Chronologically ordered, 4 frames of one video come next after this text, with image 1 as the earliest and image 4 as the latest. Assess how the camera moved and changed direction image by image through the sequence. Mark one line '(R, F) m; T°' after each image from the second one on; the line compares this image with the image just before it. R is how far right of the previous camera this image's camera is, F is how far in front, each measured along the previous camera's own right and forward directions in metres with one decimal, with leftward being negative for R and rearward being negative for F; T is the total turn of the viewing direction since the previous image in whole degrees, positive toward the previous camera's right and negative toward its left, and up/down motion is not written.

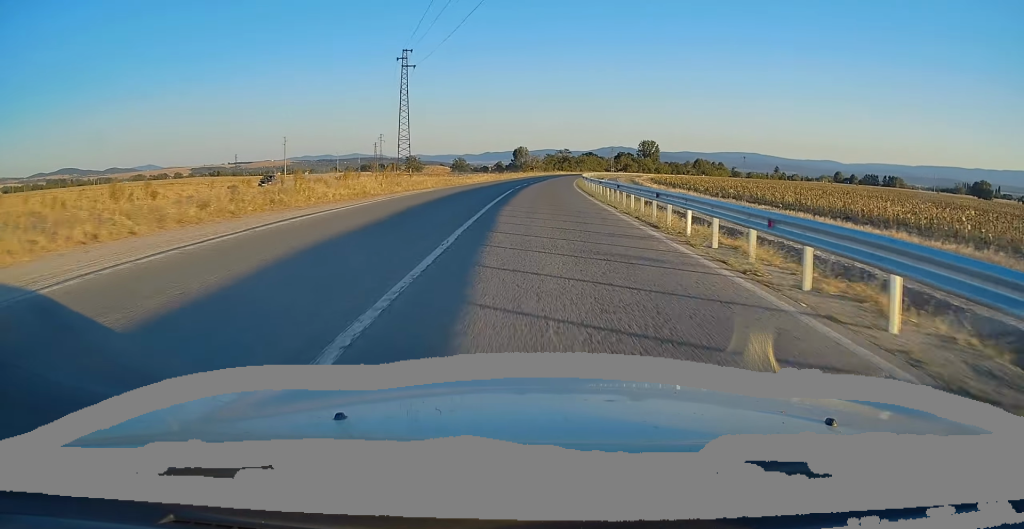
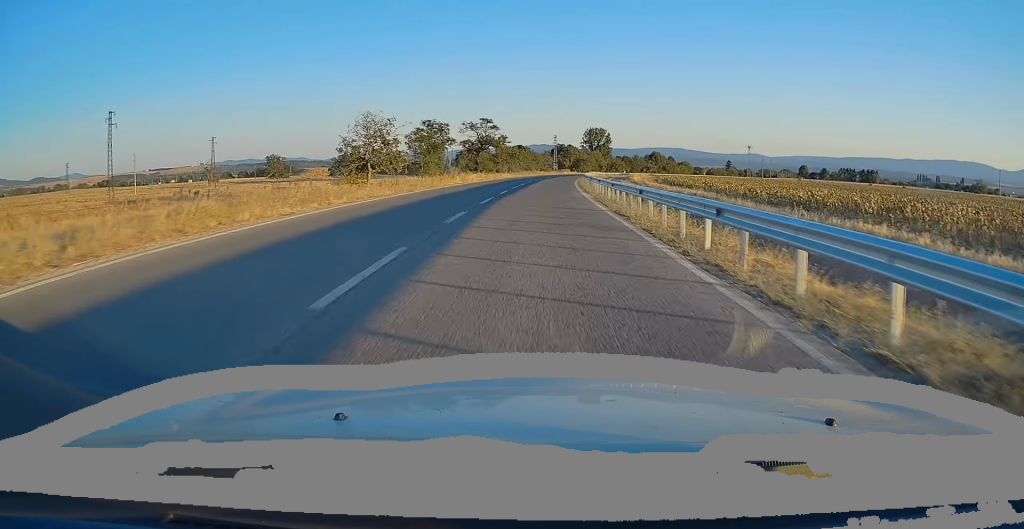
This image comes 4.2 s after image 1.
(+7.3, +102.3) m; +8°
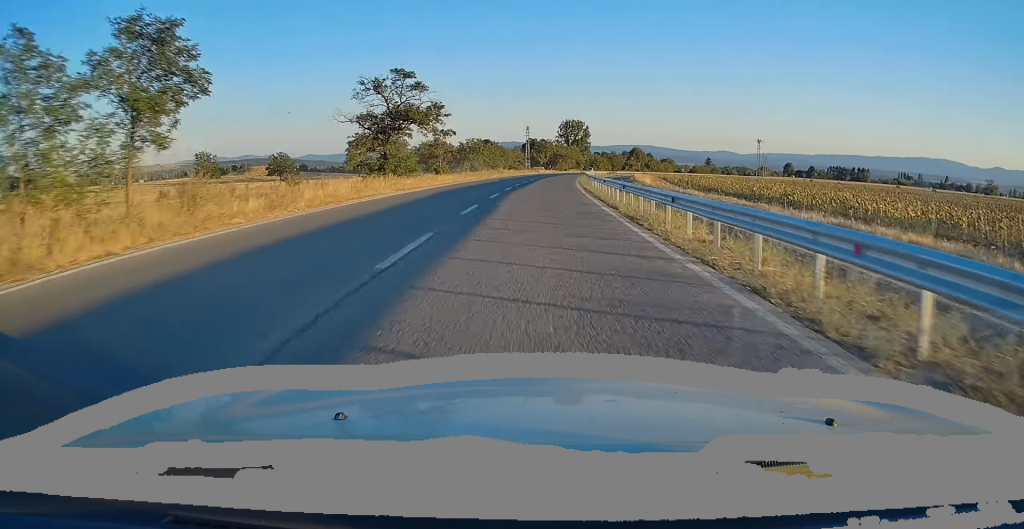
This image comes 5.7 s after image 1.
(+0.8, +35.4) m; +2°
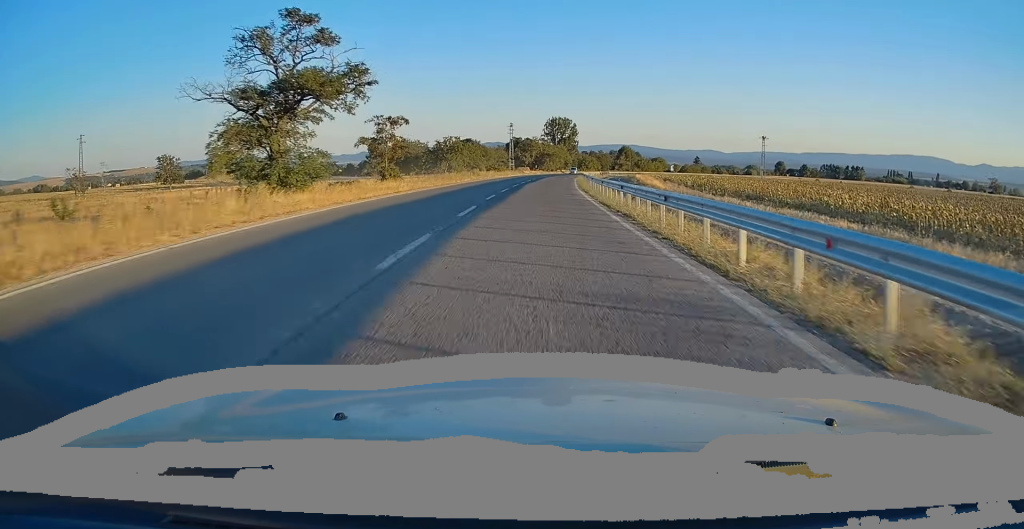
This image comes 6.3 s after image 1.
(0.0, +16.4) m; +1°
